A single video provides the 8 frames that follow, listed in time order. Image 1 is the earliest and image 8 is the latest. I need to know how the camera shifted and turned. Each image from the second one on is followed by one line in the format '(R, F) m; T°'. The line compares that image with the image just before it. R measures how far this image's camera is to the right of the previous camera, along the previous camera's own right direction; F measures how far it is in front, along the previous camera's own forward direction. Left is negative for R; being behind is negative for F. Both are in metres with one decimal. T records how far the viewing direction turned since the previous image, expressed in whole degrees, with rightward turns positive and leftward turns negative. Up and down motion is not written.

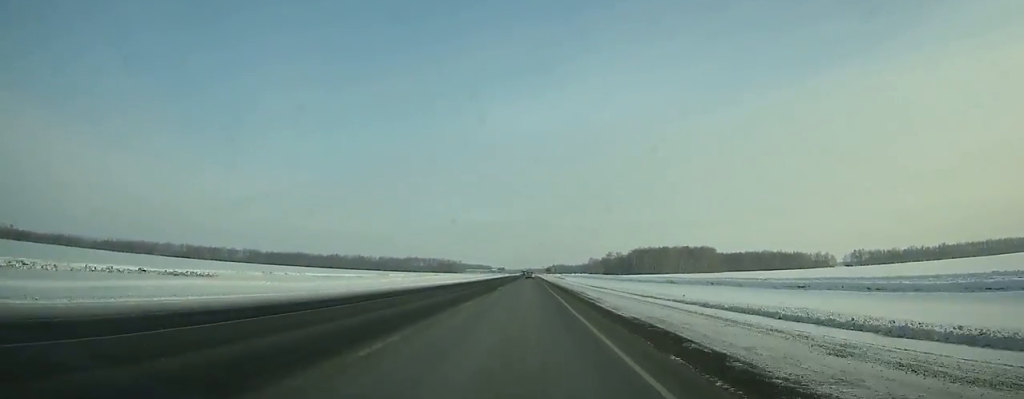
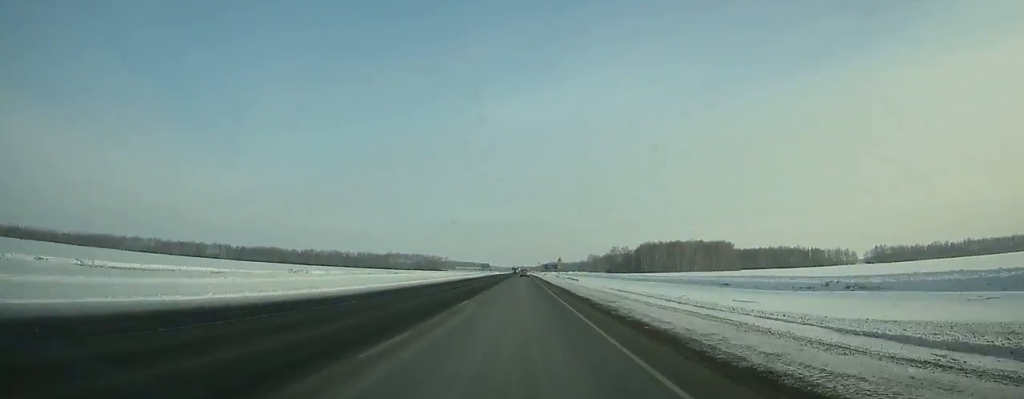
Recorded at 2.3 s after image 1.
(0.0, +61.9) m; 0°
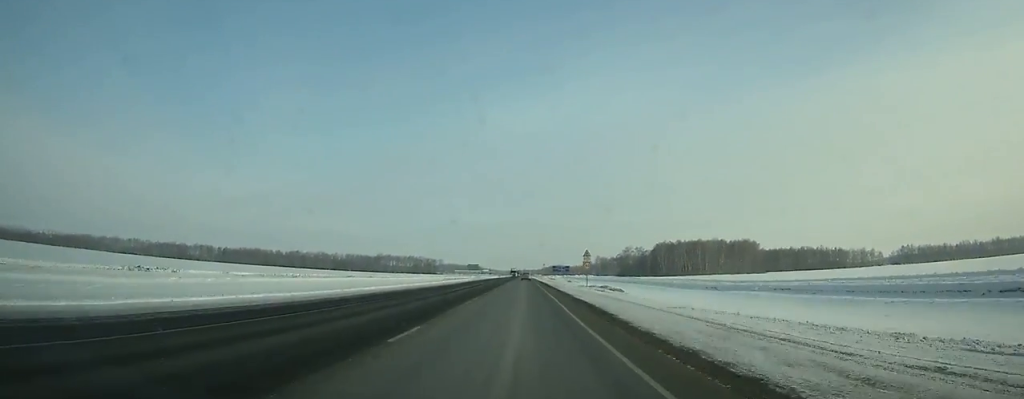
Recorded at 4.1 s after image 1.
(+0.1, +47.8) m; 0°
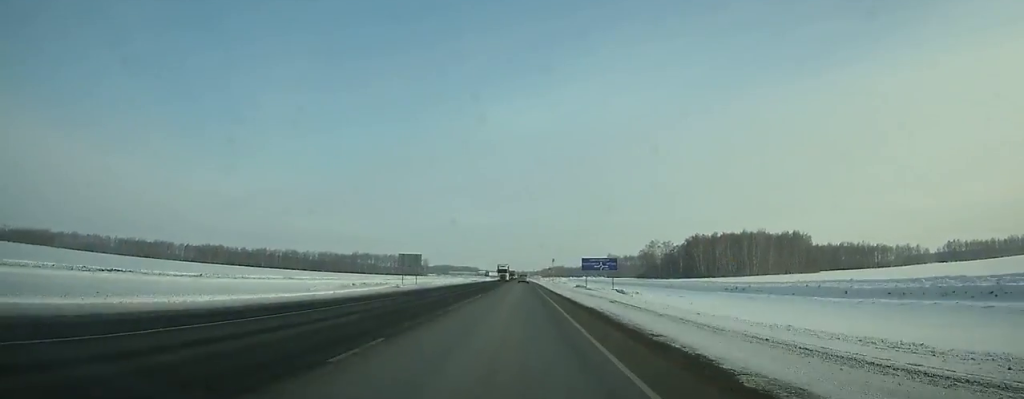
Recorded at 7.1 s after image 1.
(0.0, +75.0) m; 0°
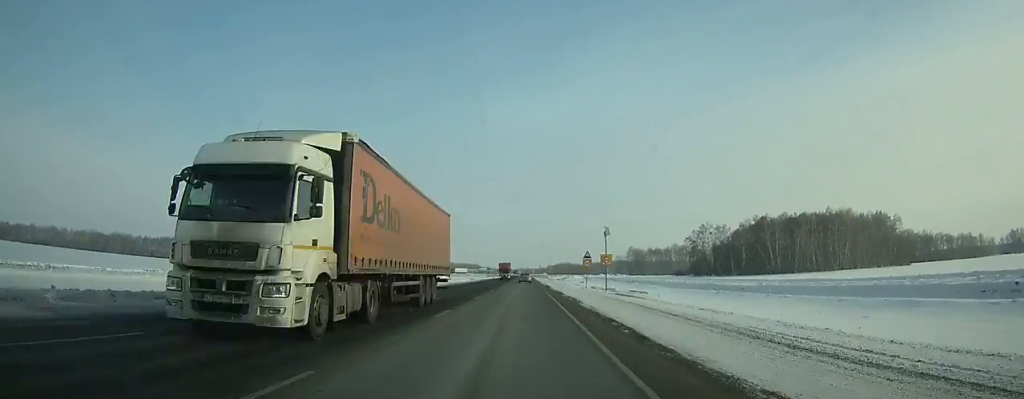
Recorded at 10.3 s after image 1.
(-0.1, +76.0) m; 0°
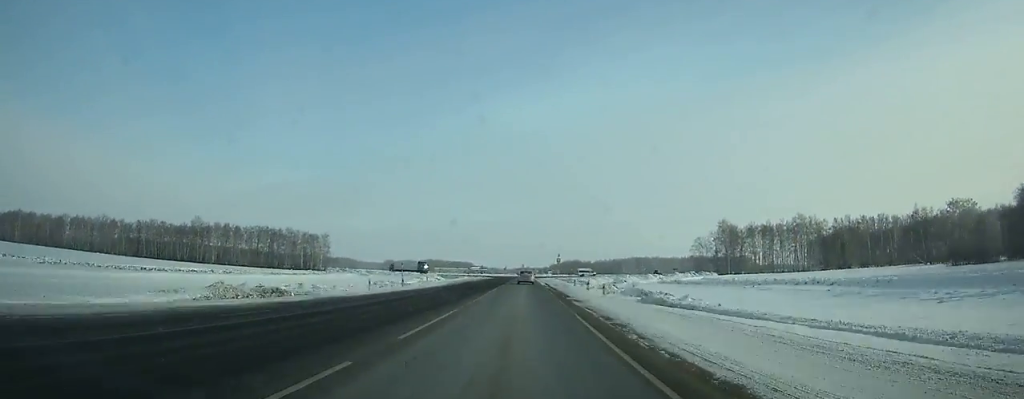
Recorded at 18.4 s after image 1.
(0.0, +167.8) m; 0°
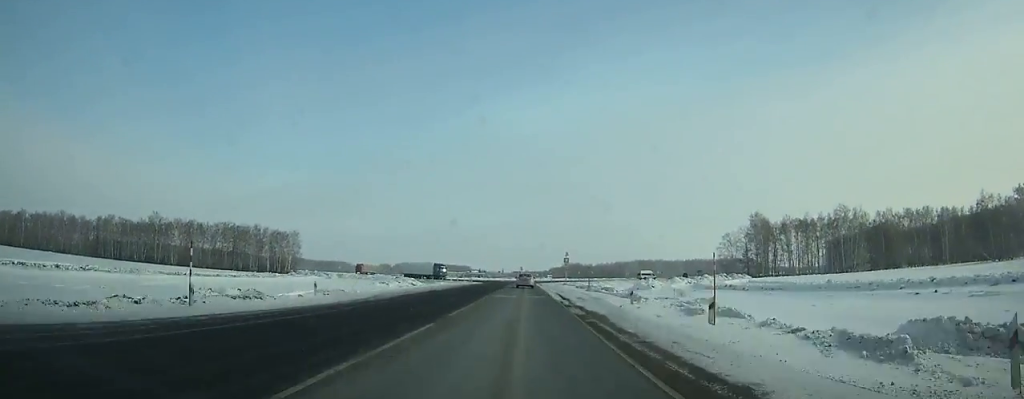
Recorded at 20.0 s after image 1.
(0.0, +28.9) m; 0°
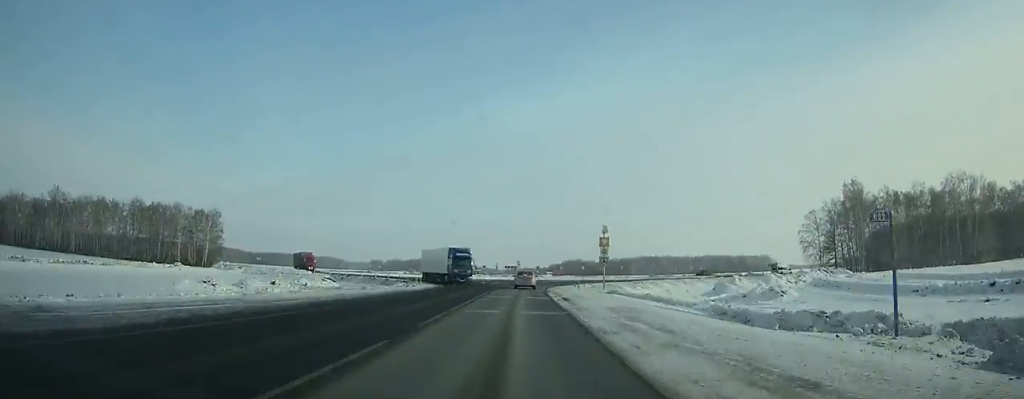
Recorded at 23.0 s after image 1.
(+0.1, +47.9) m; +2°
